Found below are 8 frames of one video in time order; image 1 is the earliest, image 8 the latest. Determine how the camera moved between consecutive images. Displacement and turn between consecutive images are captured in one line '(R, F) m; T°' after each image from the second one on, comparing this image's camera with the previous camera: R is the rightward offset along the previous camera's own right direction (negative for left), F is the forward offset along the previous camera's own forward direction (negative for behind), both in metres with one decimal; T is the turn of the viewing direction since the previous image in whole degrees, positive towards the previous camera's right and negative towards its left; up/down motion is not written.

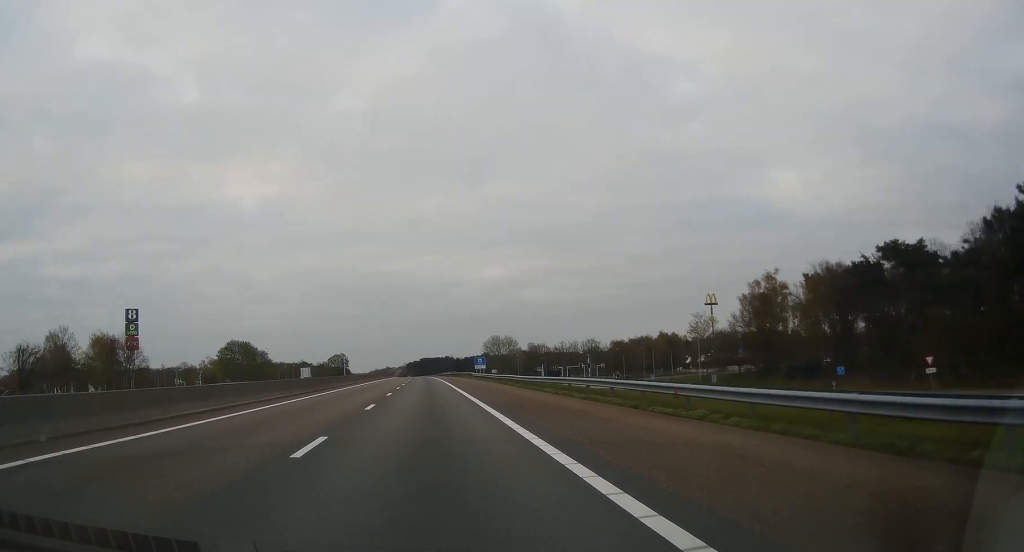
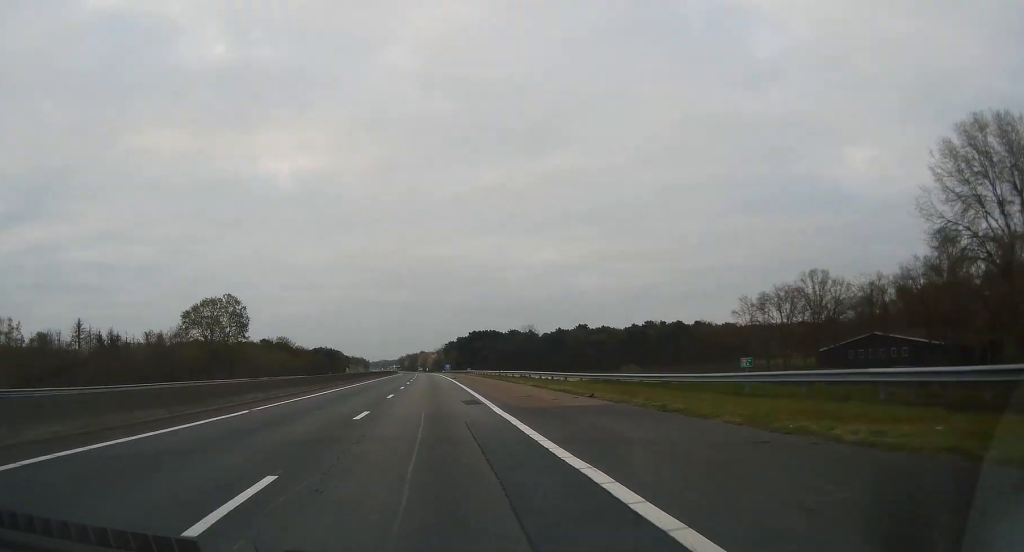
(-4.0, +246.6) m; -2°
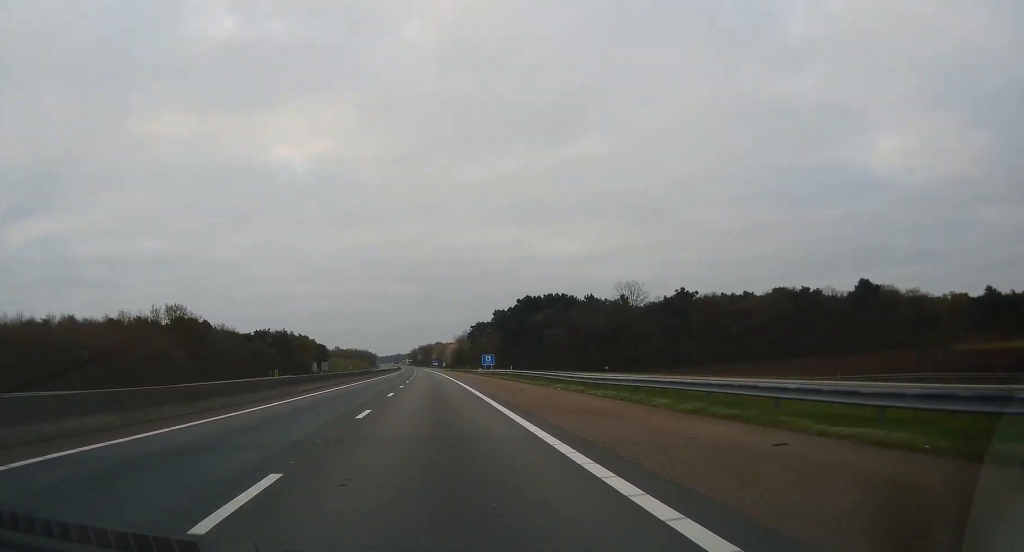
(-2.3, +118.8) m; -2°
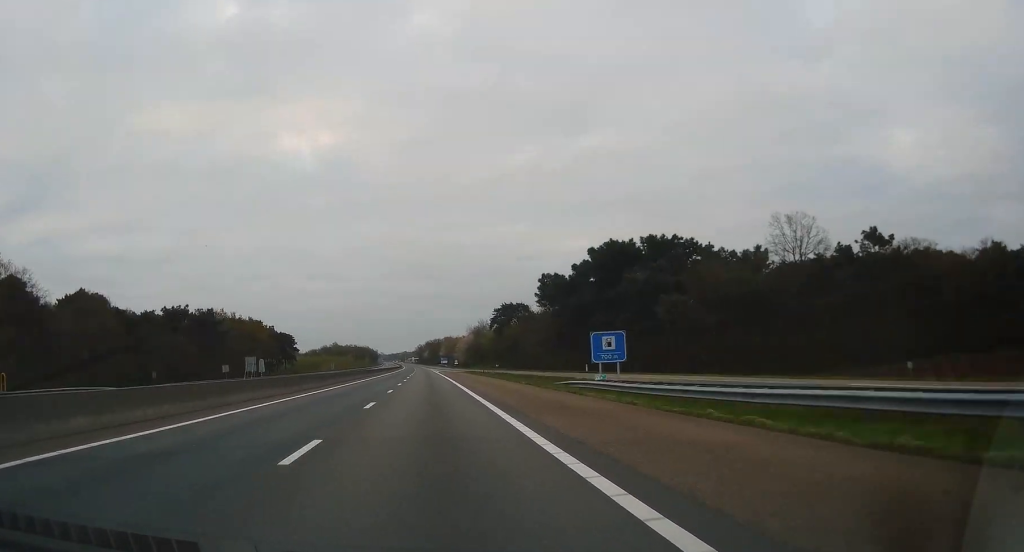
(-0.6, +66.7) m; -1°
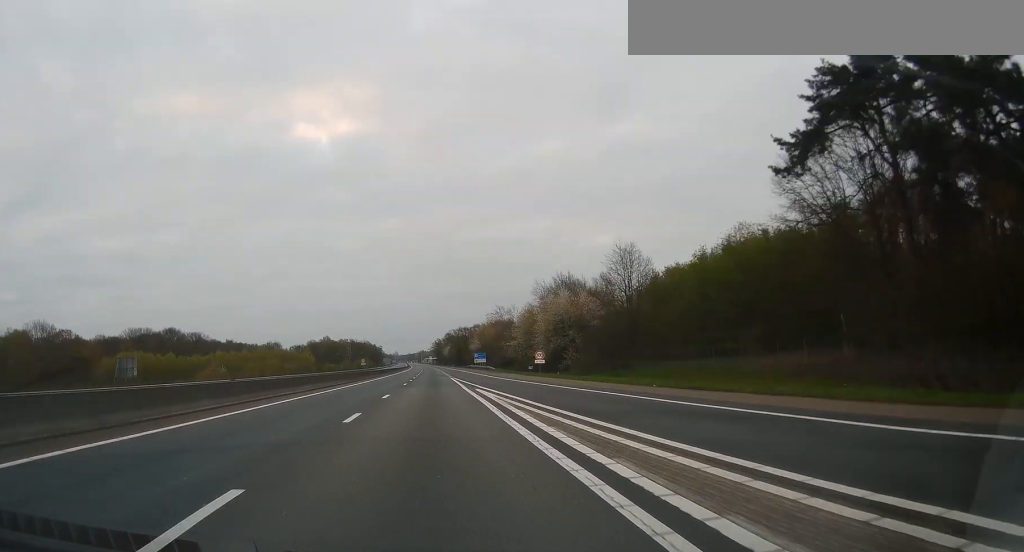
(-1.2, +147.5) m; -1°
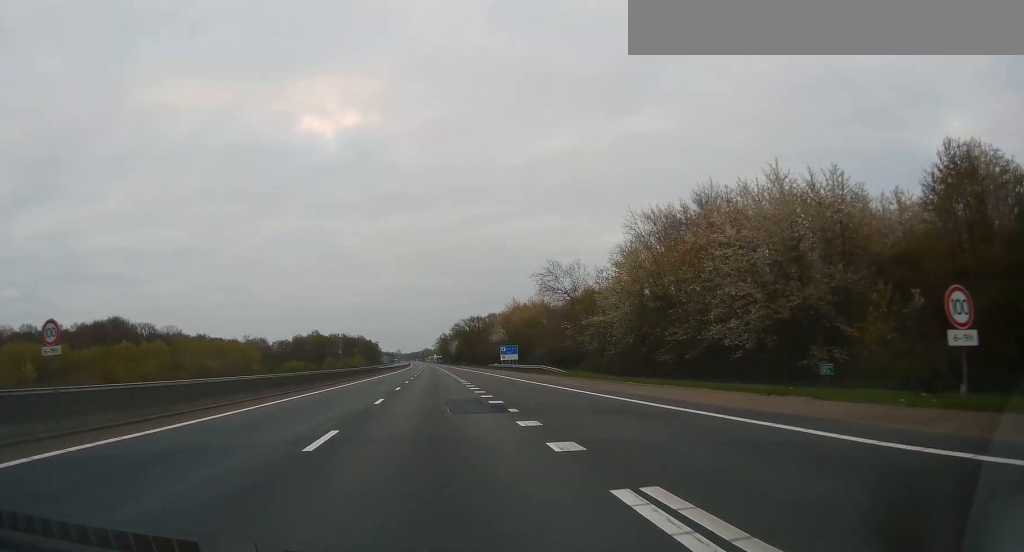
(-0.4, +61.7) m; -1°
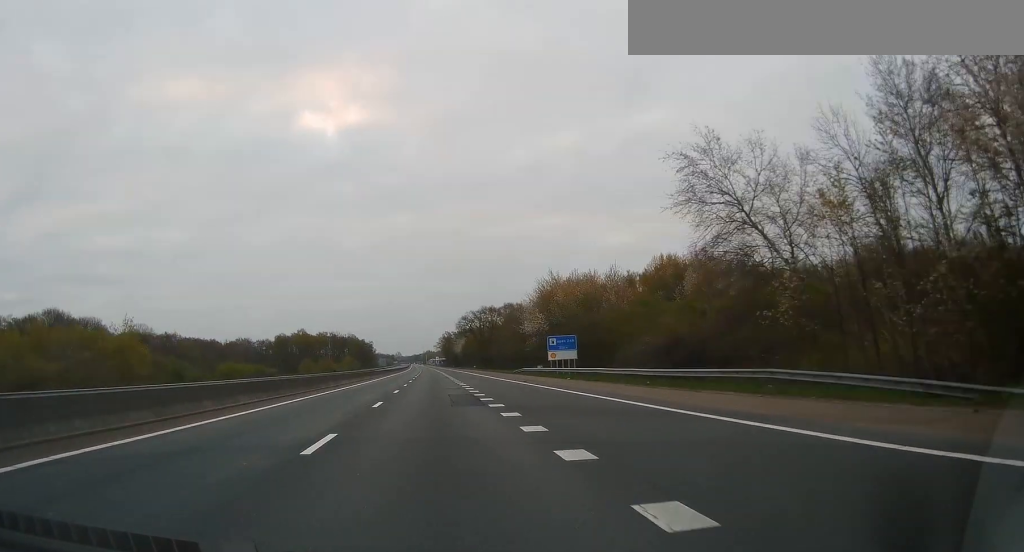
(-0.1, +47.5) m; 0°
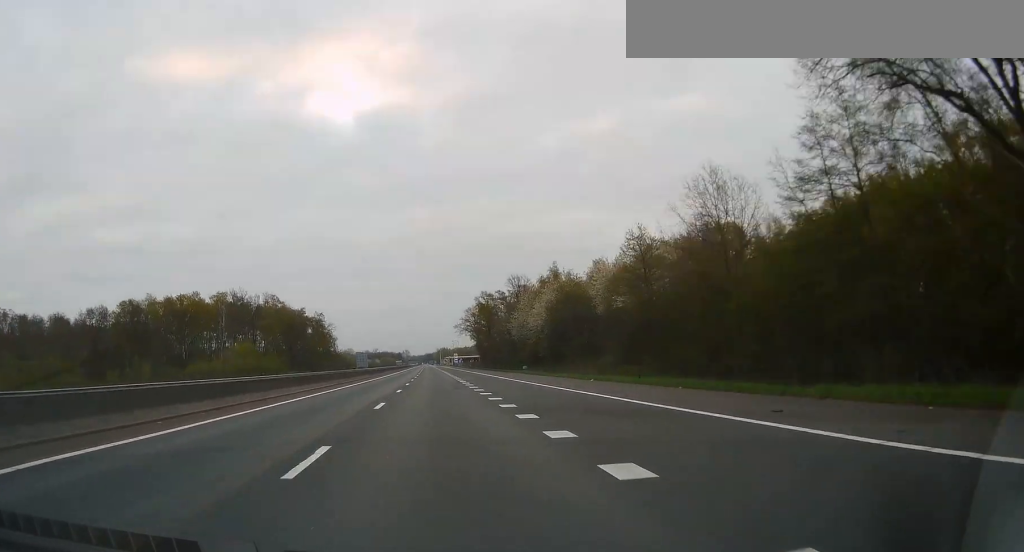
(-2.3, +184.7) m; -1°
